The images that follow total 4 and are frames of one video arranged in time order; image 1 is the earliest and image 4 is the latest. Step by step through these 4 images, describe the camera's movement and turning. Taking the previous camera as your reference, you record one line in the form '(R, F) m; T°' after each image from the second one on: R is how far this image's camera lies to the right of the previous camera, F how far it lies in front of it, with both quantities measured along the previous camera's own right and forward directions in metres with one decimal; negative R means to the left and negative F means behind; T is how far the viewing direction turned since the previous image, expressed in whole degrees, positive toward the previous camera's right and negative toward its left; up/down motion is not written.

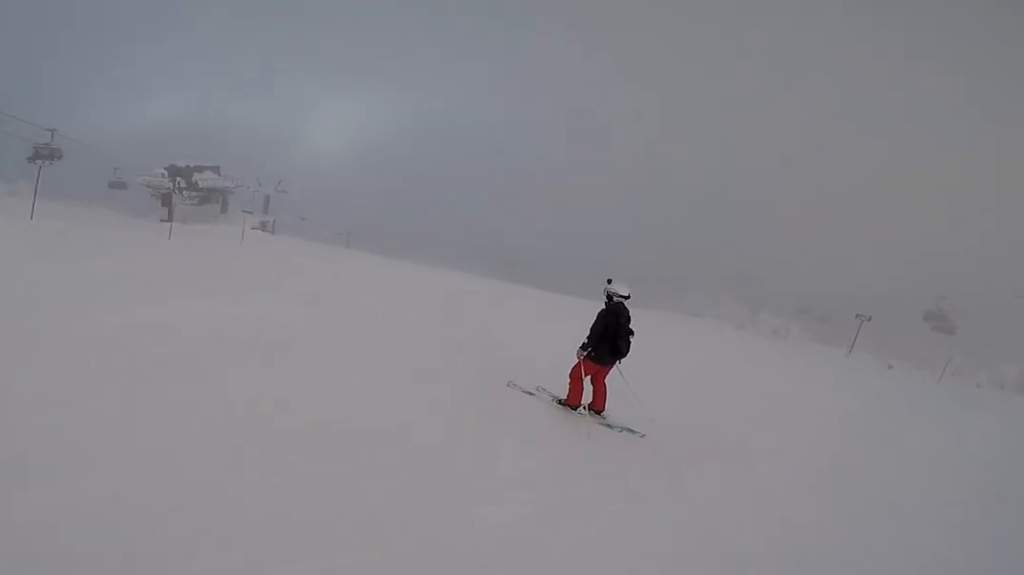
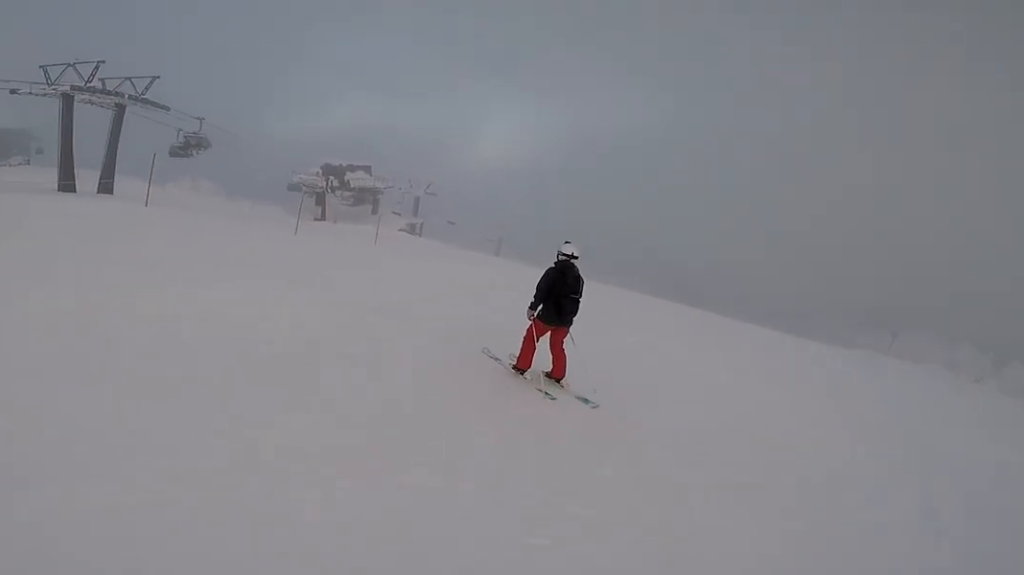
(-0.7, +2.1) m; -23°
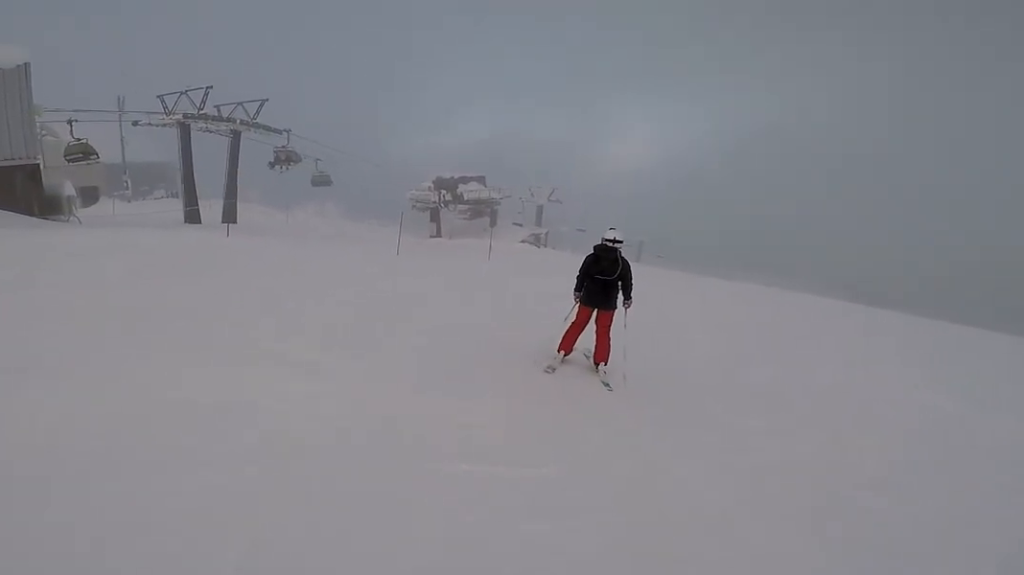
(-0.8, +2.4) m; -9°
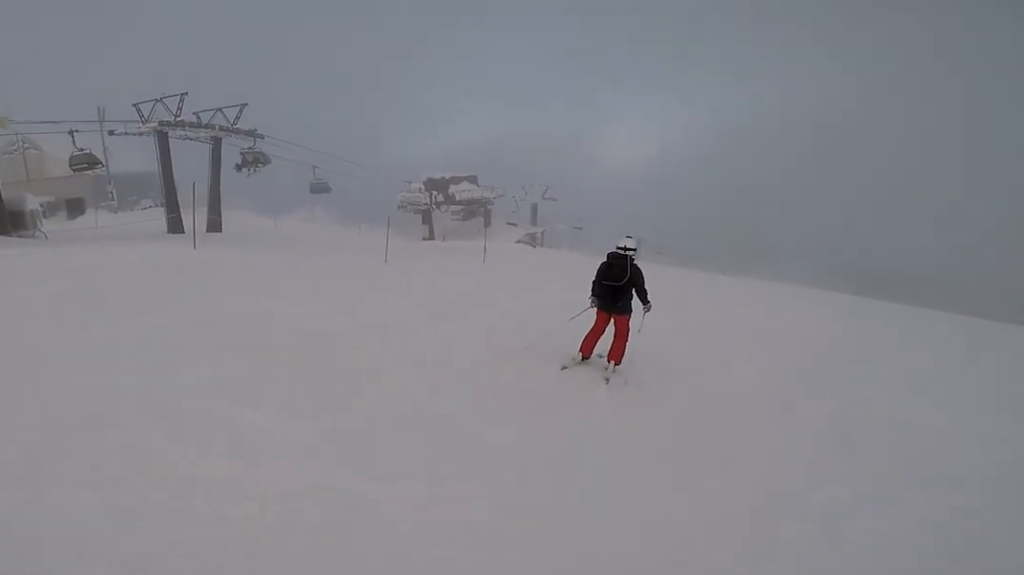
(+0.4, +1.3) m; 0°
